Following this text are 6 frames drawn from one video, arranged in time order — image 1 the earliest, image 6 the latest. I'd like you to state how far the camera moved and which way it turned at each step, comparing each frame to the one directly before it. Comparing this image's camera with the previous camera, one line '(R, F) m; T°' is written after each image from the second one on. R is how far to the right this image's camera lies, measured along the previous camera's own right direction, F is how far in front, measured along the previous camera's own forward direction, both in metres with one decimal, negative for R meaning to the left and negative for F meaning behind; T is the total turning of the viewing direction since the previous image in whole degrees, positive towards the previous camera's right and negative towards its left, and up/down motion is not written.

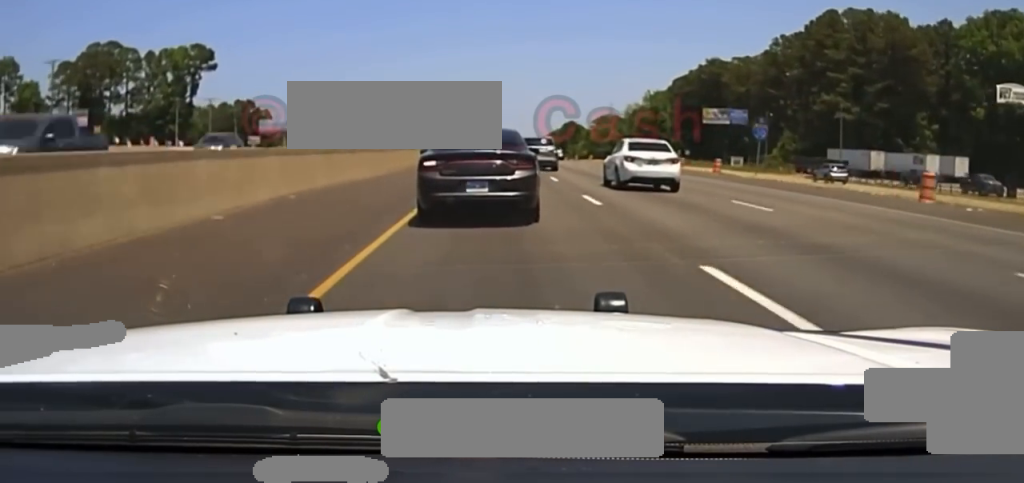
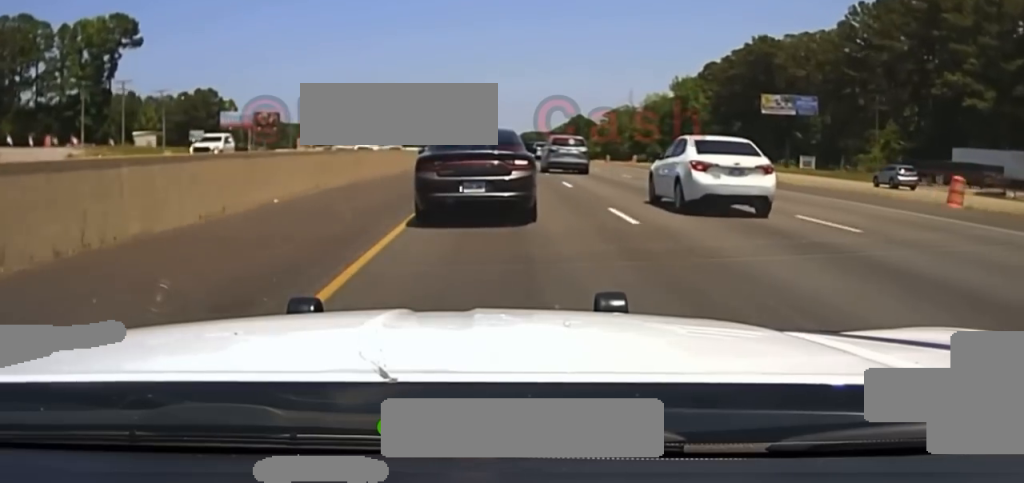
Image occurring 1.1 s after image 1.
(+0.1, +43.3) m; 0°
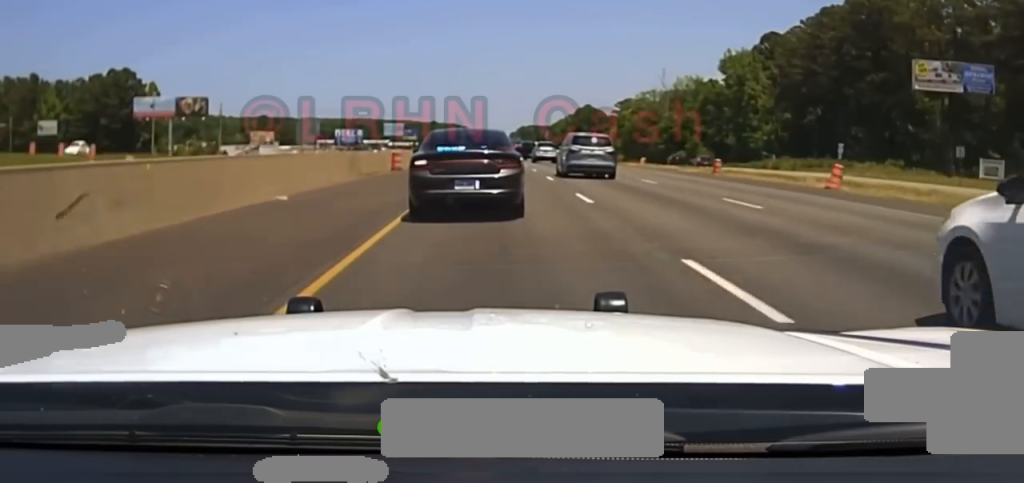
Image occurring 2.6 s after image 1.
(+0.1, +55.9) m; 0°
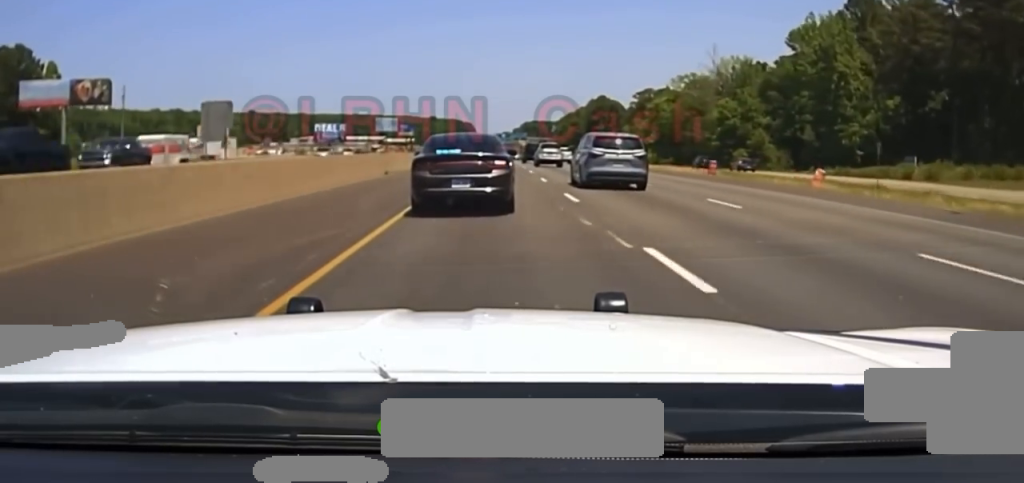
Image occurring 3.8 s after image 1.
(-0.1, +43.4) m; 0°
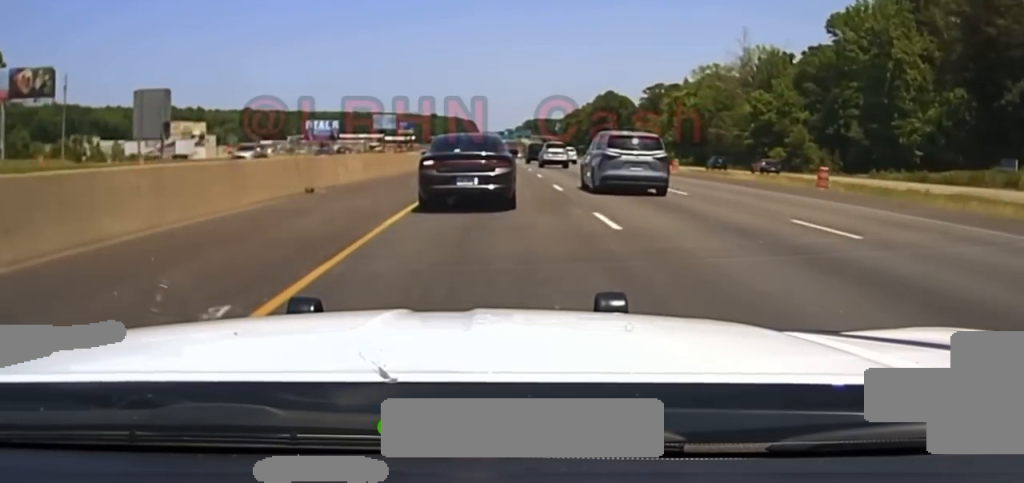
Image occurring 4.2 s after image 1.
(0.0, +18.0) m; 0°
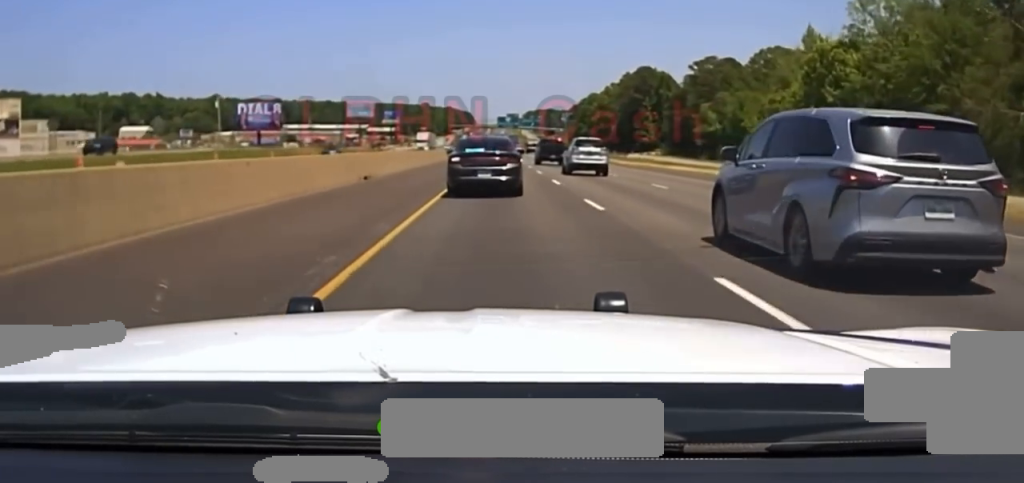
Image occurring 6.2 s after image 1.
(-0.6, +78.8) m; -1°
